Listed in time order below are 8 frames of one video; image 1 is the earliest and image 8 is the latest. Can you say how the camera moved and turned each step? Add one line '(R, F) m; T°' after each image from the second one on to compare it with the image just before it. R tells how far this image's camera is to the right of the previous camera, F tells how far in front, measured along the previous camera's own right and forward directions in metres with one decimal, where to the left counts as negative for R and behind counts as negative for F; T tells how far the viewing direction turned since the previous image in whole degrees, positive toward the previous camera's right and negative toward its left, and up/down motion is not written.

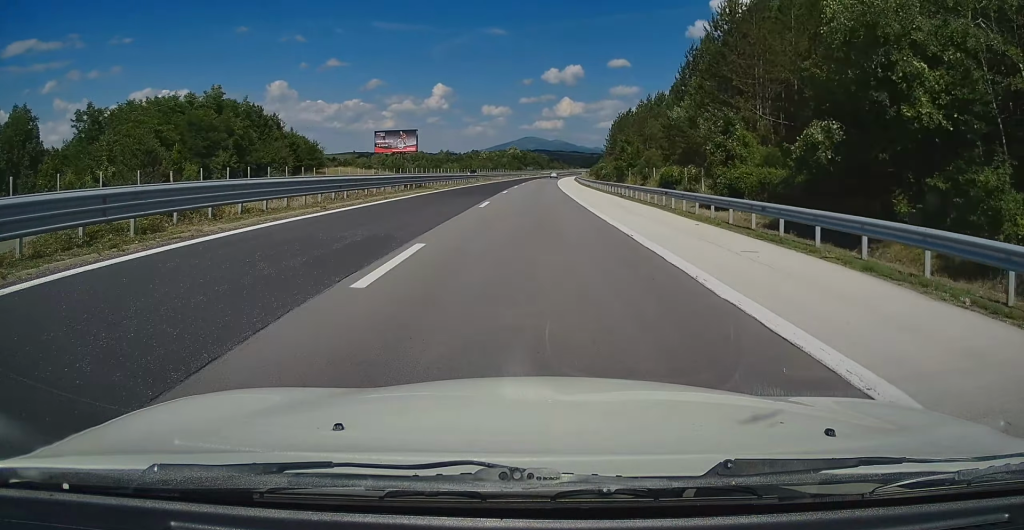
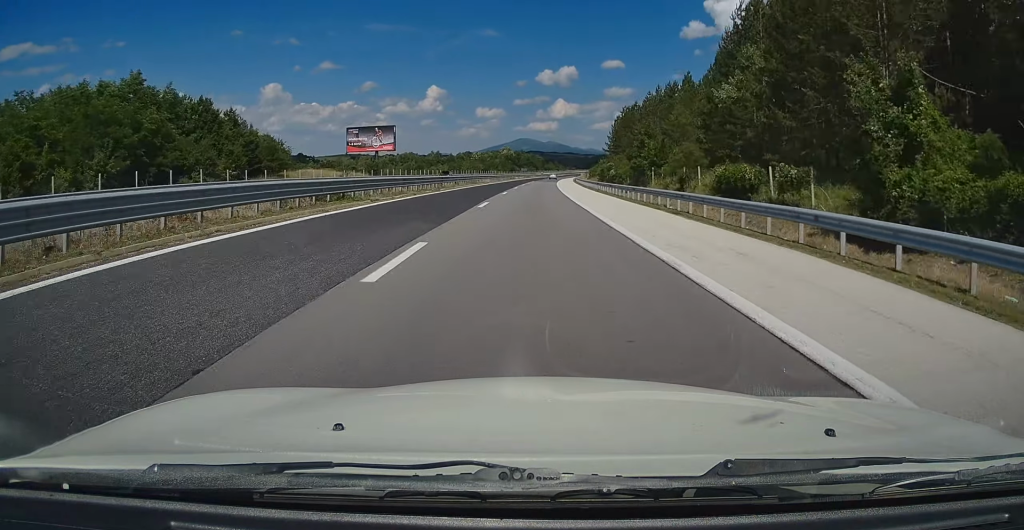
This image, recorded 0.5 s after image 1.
(+0.1, +15.3) m; +1°
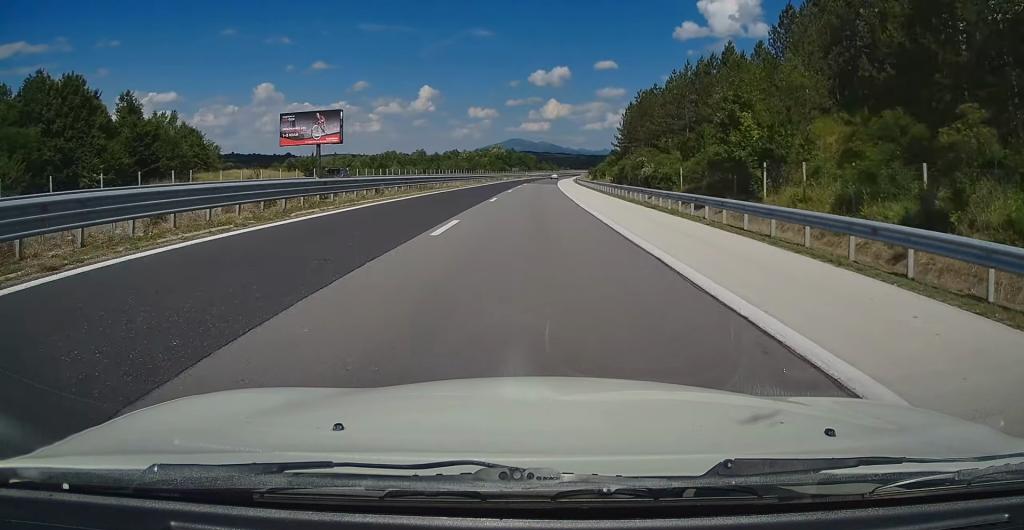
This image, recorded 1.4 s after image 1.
(+0.3, +26.4) m; +1°
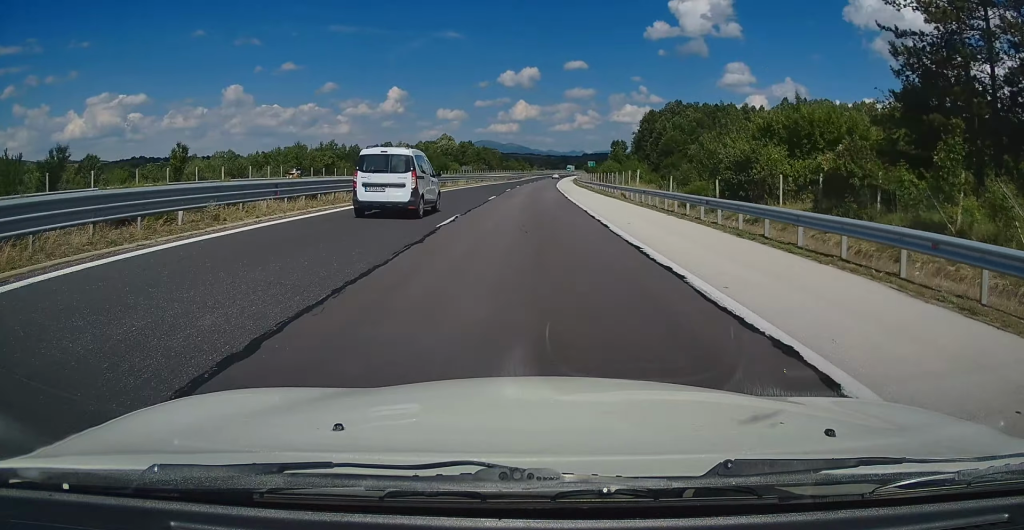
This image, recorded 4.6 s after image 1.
(+2.5, +97.9) m; +2°
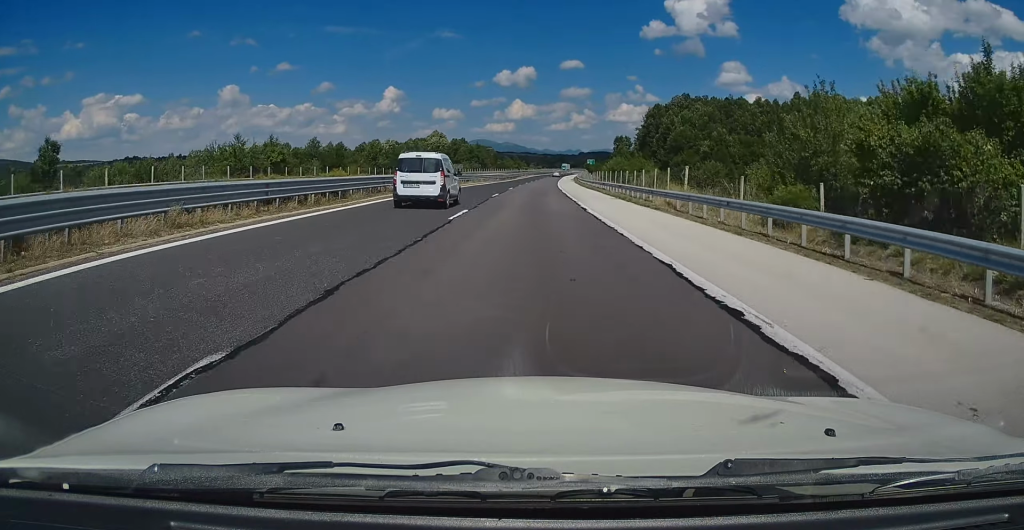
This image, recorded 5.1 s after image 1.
(0.0, +14.1) m; 0°
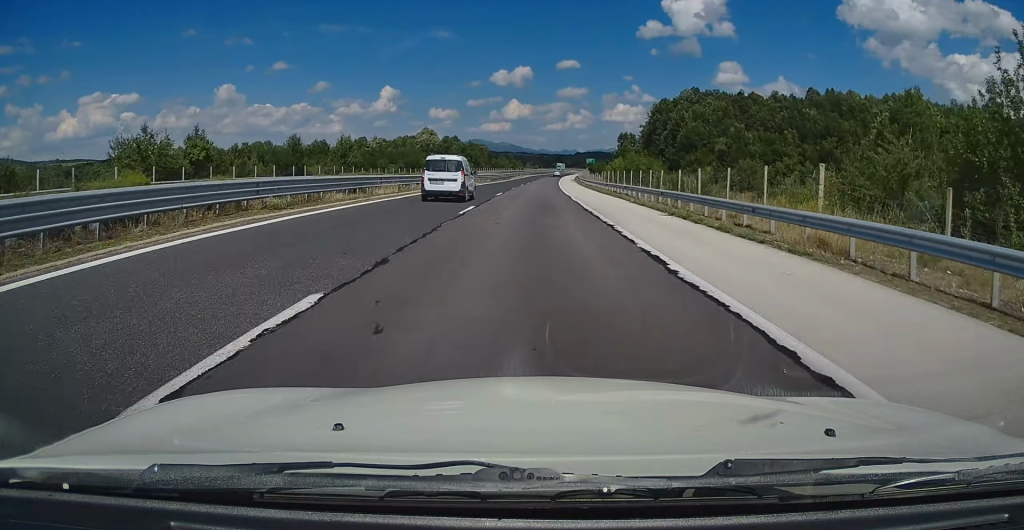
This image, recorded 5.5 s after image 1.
(0.0, +14.0) m; 0°
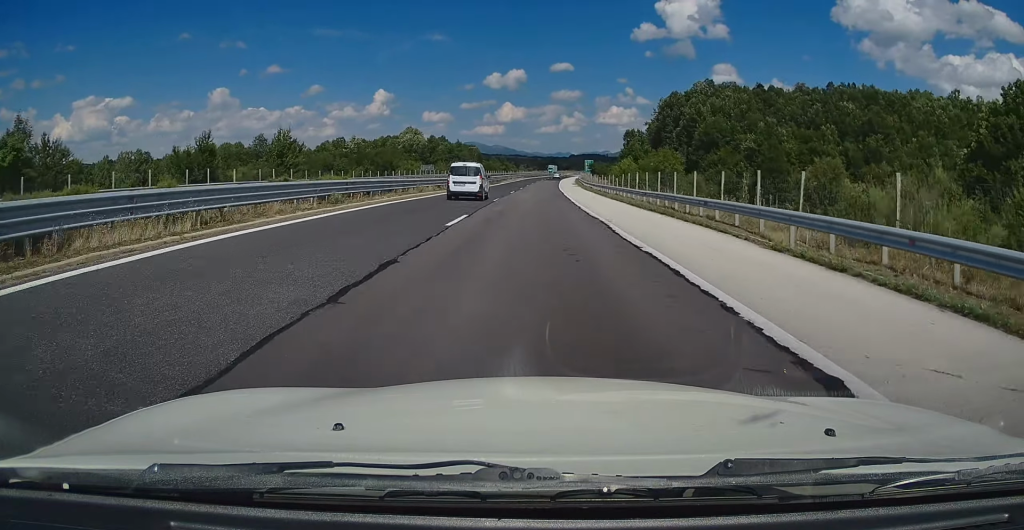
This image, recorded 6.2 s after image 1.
(-0.1, +19.0) m; +1°
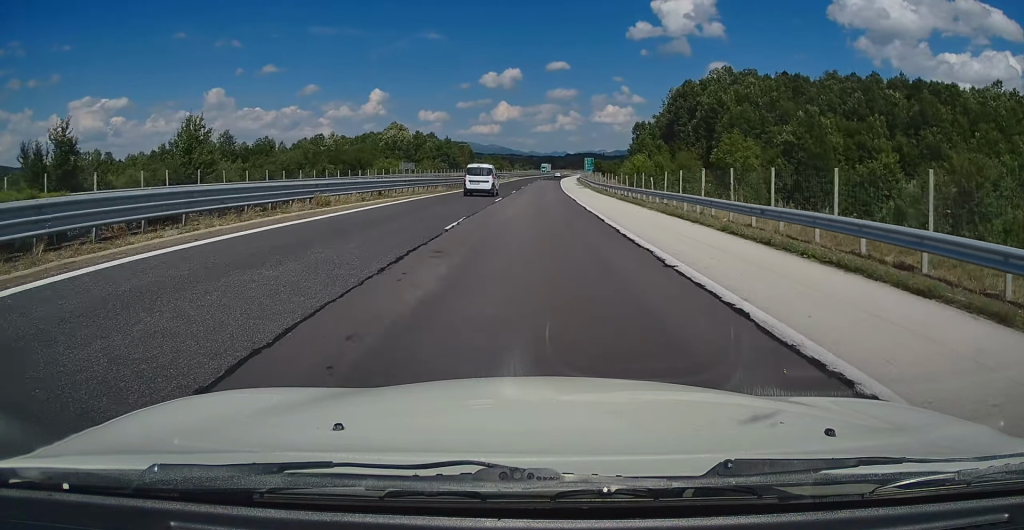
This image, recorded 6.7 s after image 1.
(+0.2, +17.0) m; +1°
